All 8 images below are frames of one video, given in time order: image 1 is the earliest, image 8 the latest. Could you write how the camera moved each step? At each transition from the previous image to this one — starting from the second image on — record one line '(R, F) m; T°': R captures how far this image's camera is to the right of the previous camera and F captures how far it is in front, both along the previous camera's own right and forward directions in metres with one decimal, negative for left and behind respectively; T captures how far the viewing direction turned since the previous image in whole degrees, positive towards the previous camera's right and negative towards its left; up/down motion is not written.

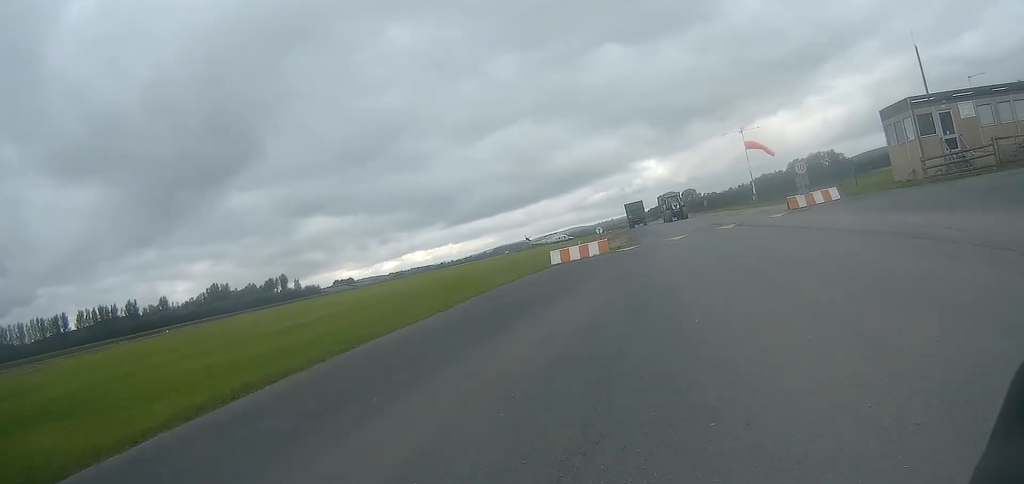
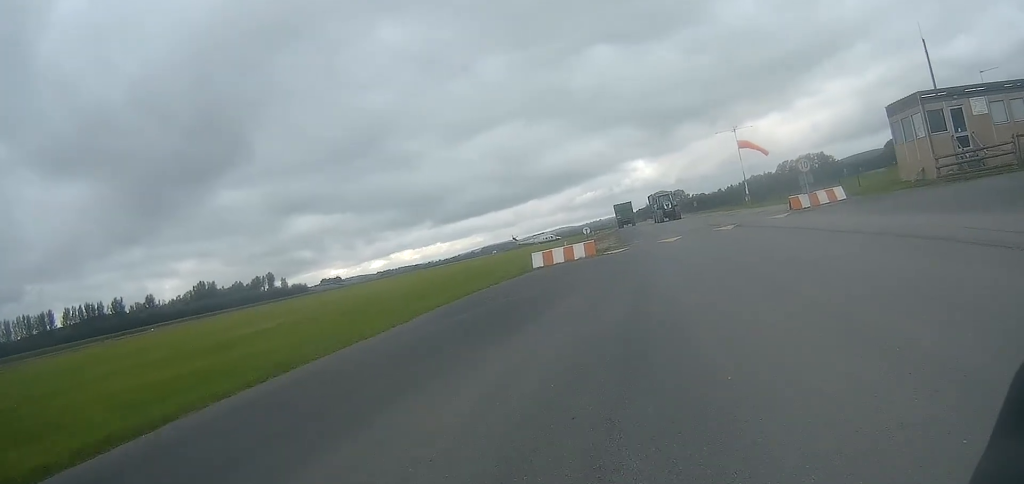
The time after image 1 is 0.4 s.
(0.0, +2.7) m; +2°
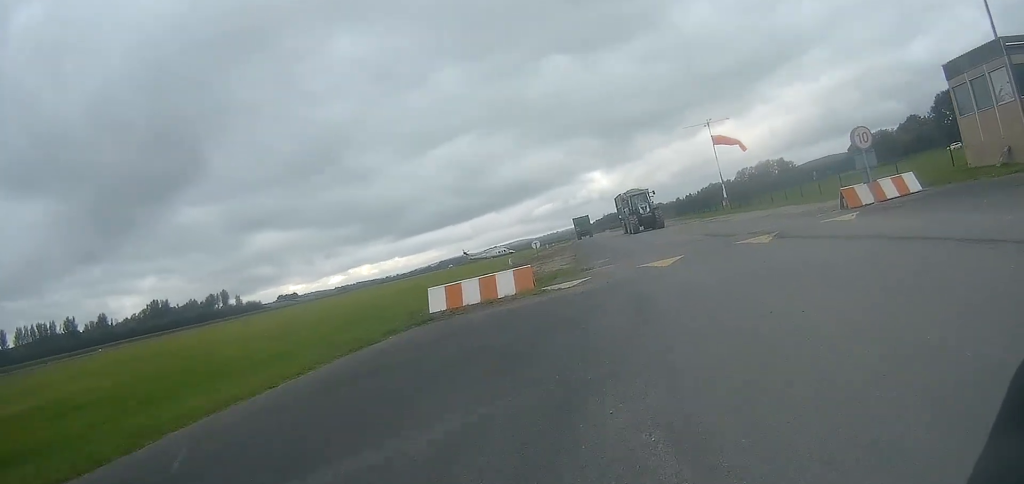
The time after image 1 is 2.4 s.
(+1.1, +11.7) m; +7°
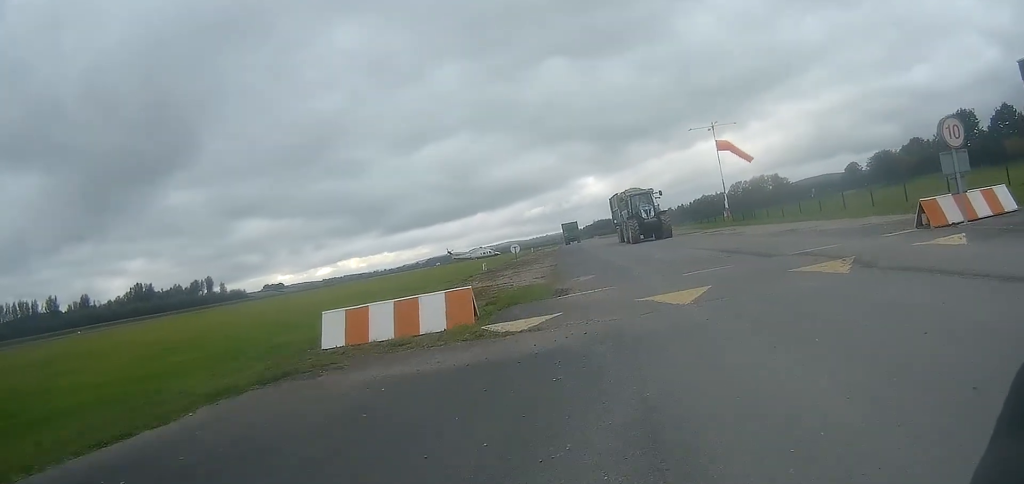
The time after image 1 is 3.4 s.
(-0.1, +4.1) m; -2°
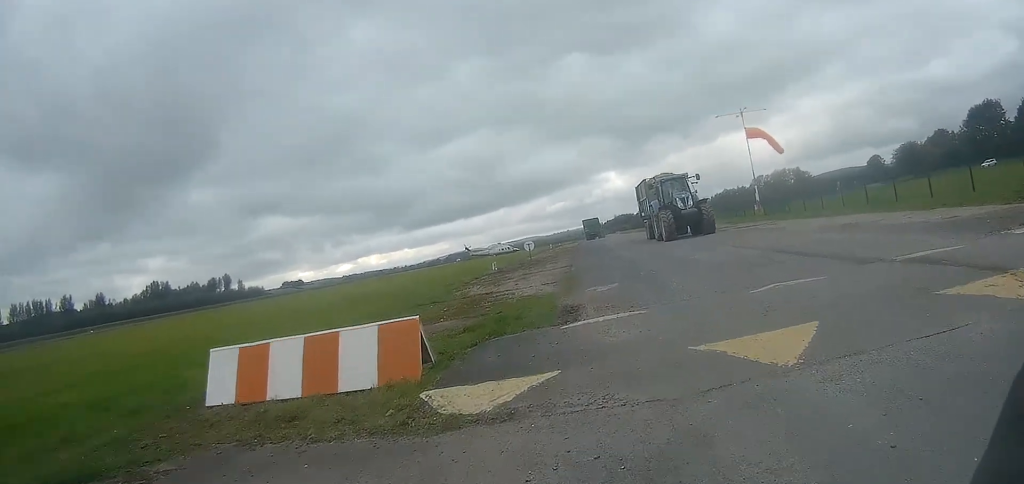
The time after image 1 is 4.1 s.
(0.0, +2.7) m; -1°
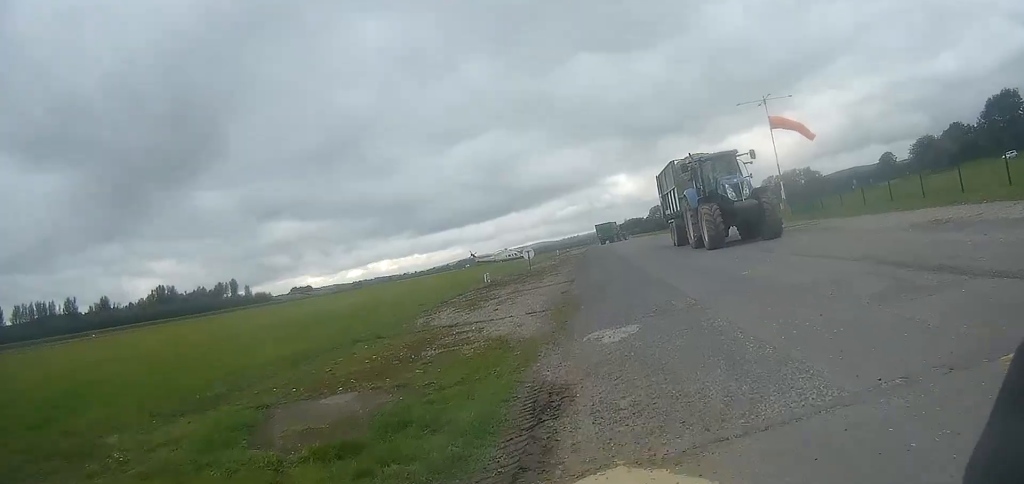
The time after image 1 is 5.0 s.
(-0.1, +4.8) m; -2°
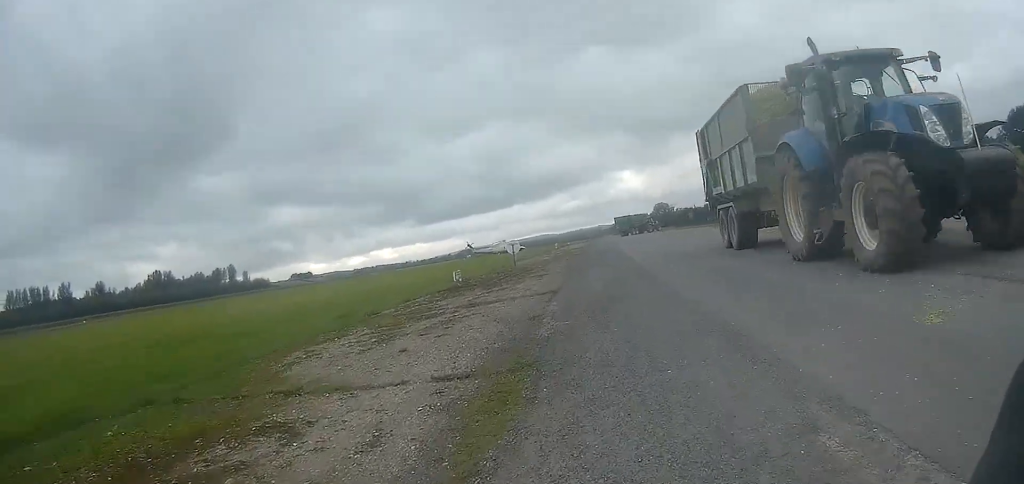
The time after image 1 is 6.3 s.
(-0.1, +7.0) m; -2°
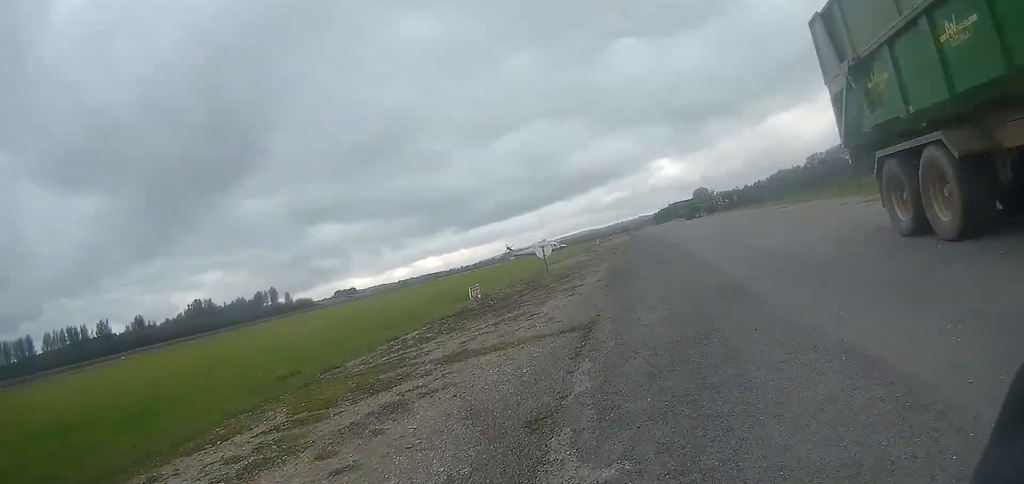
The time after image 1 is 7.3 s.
(-0.1, +5.2) m; -4°
